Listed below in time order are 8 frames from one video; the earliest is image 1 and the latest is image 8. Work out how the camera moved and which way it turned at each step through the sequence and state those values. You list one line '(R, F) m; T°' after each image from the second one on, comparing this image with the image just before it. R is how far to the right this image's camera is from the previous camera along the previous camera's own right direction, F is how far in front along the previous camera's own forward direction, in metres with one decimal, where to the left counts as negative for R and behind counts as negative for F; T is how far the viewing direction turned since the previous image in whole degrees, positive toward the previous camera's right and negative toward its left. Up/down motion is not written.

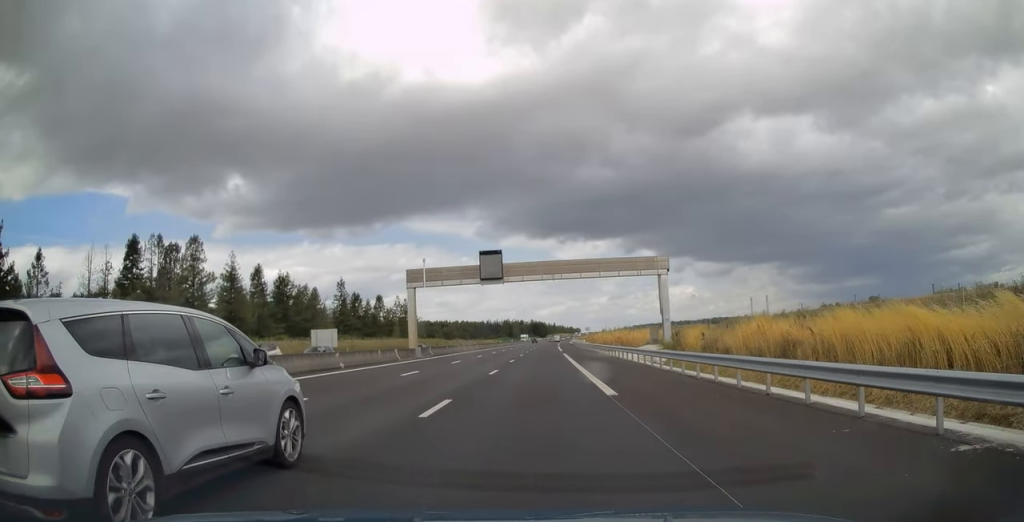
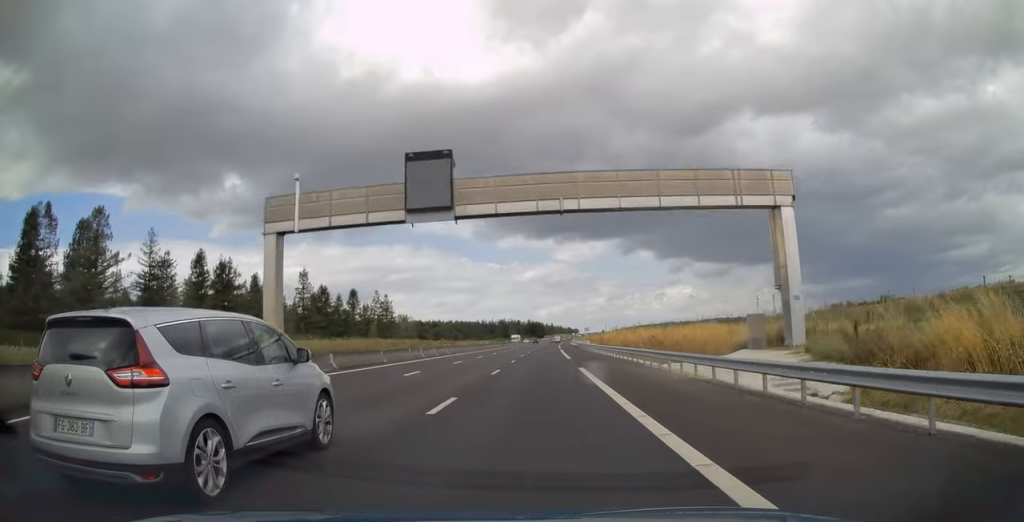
(+0.1, +25.9) m; 0°
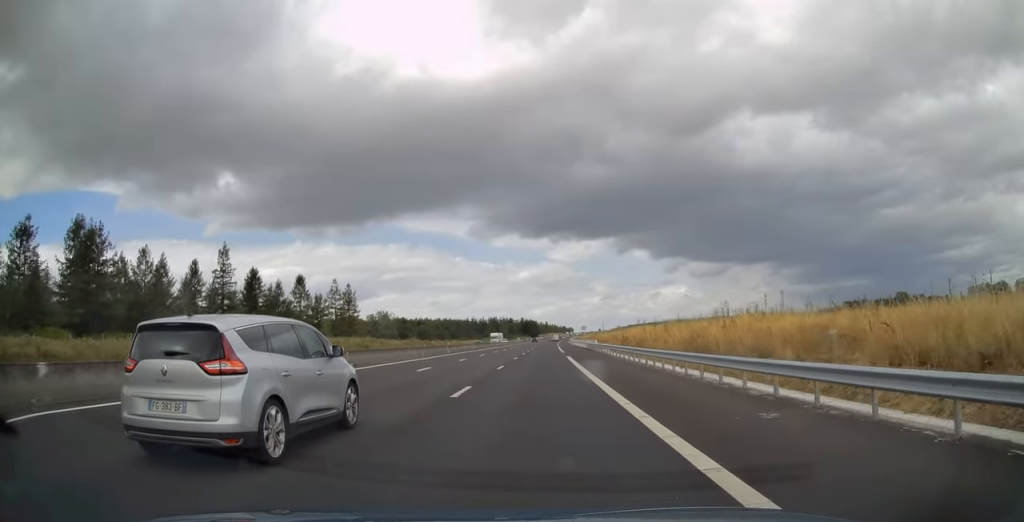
(+0.1, +36.8) m; 0°
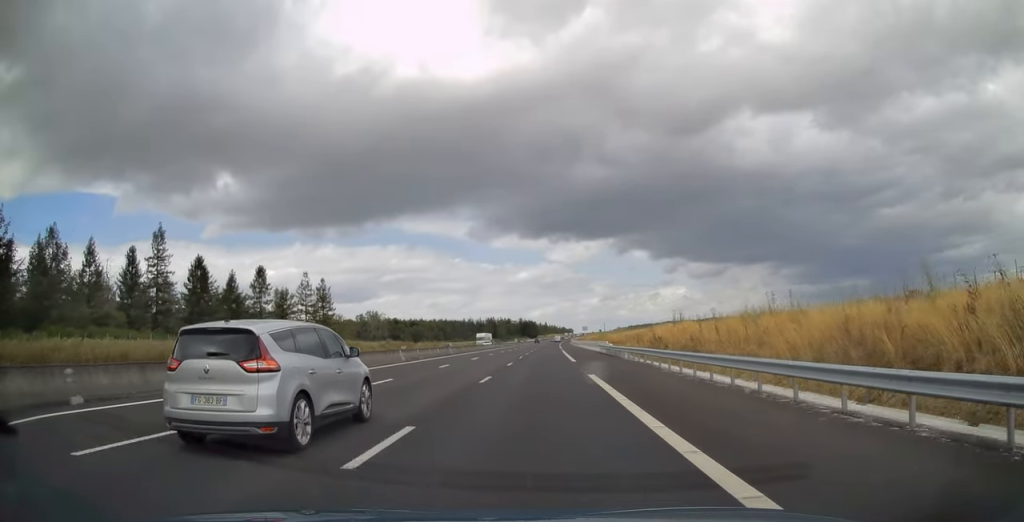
(+0.1, +21.1) m; 0°
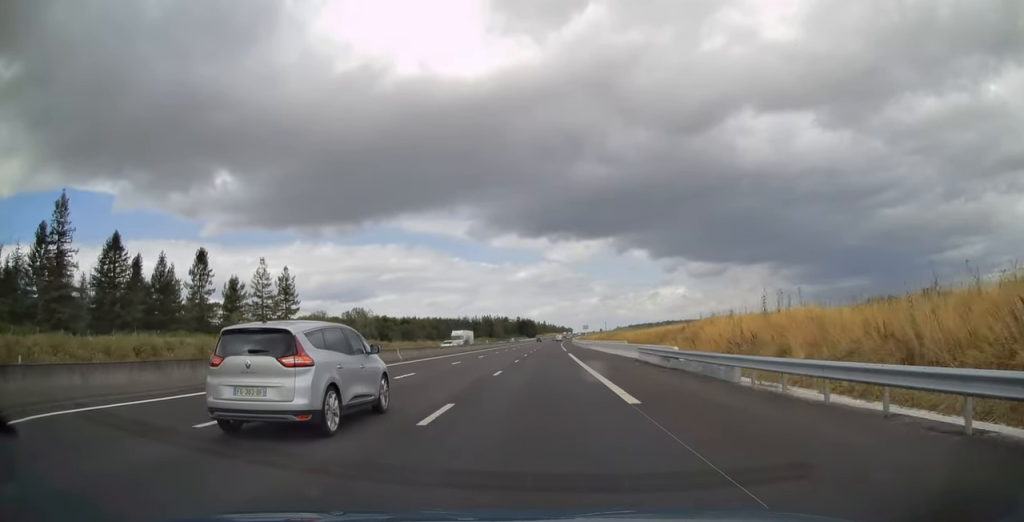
(0.0, +23.2) m; 0°
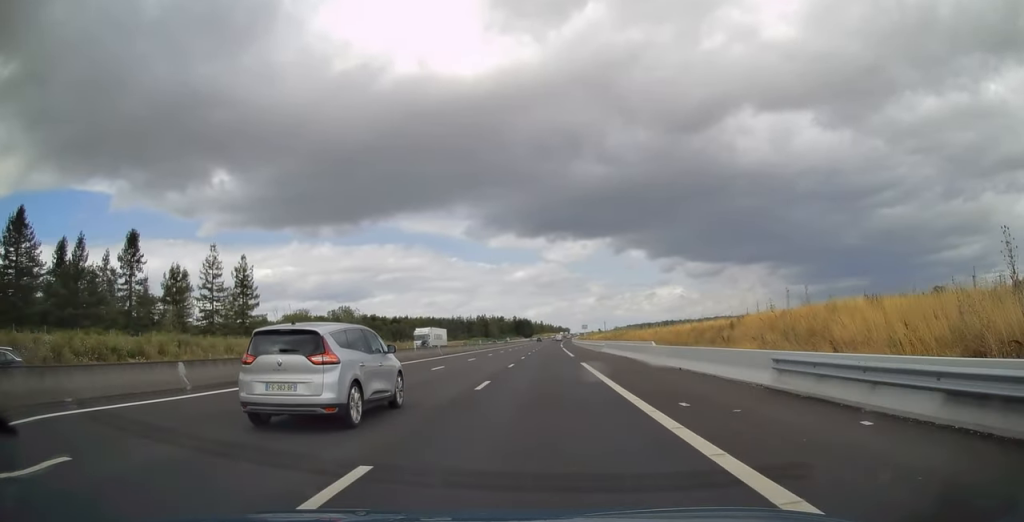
(0.0, +19.4) m; 0°
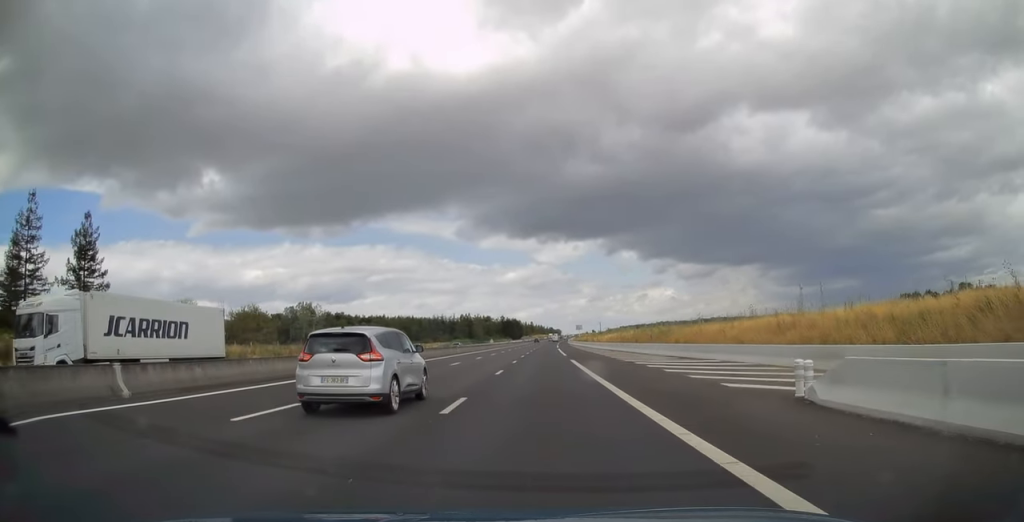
(+0.3, +44.7) m; +1°
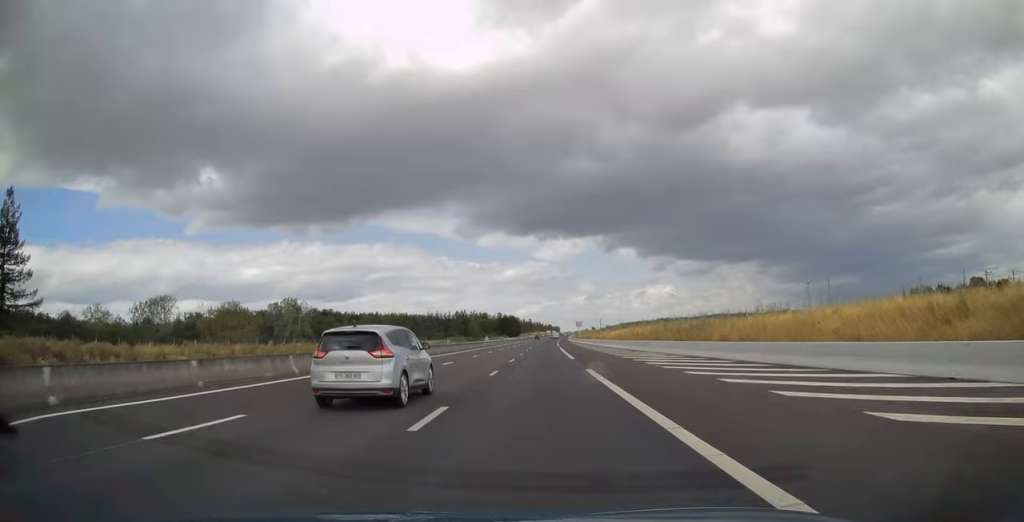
(0.0, +15.6) m; 0°
